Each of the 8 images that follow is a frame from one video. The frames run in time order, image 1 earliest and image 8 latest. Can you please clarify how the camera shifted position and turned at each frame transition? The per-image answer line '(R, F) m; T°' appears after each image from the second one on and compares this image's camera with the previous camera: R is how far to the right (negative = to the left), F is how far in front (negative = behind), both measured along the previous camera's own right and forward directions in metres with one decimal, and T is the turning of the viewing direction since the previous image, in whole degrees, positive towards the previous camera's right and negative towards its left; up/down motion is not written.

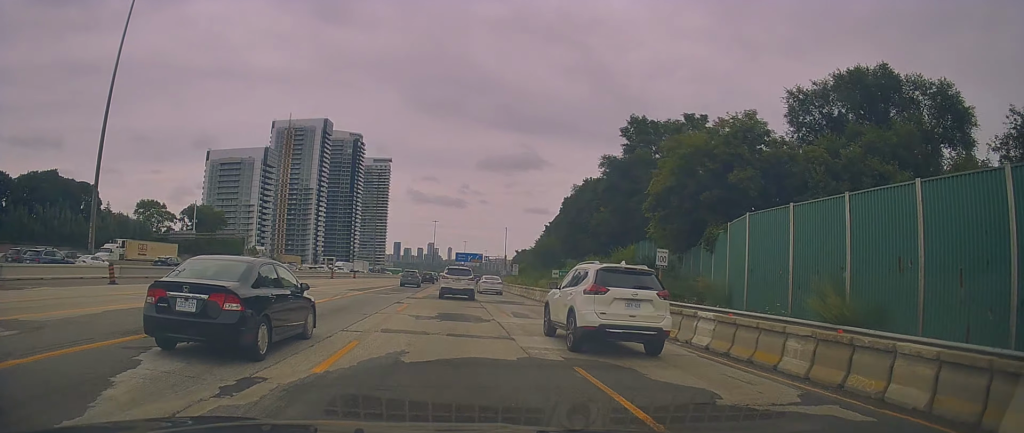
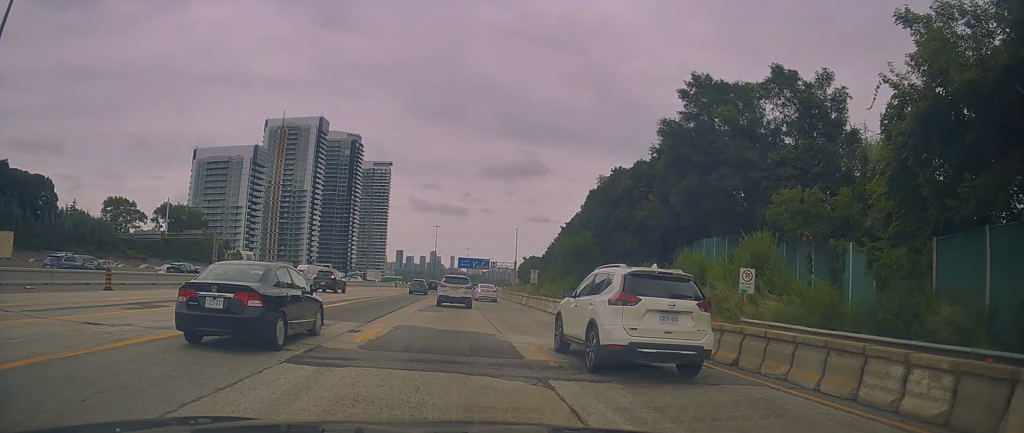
(+0.3, +20.0) m; 0°
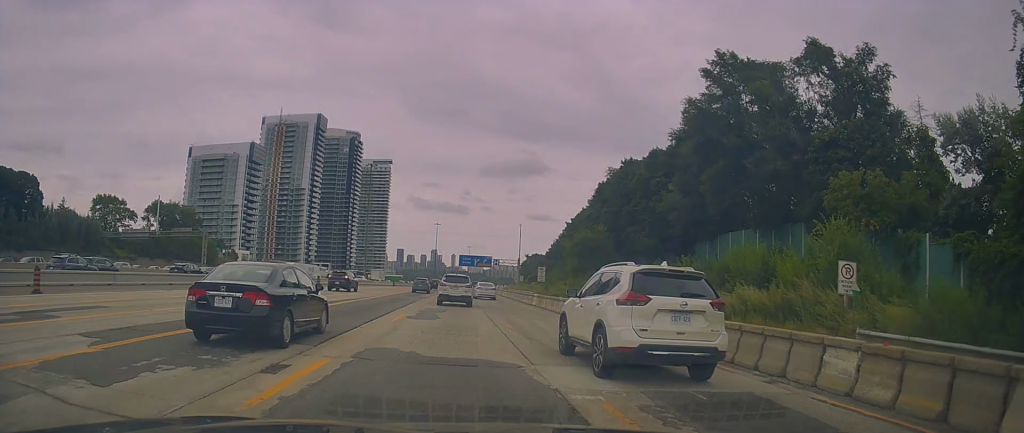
(-0.3, +5.7) m; 0°
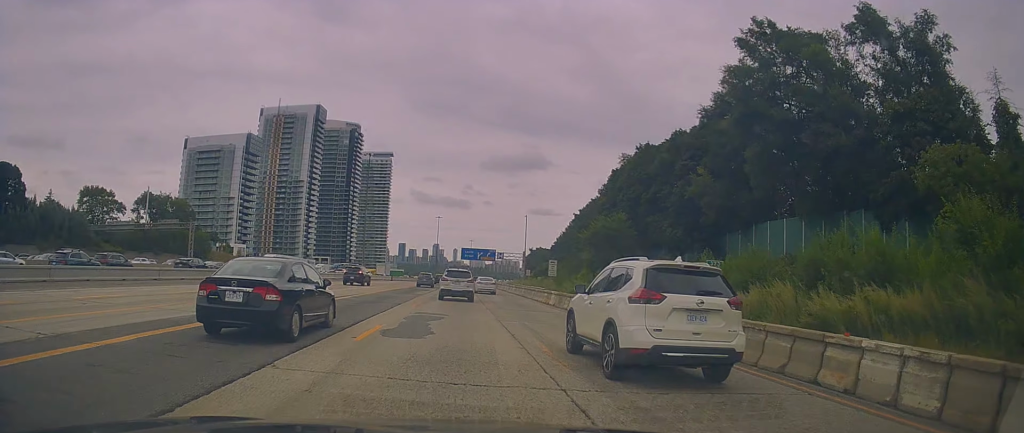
(-0.1, +6.6) m; 0°
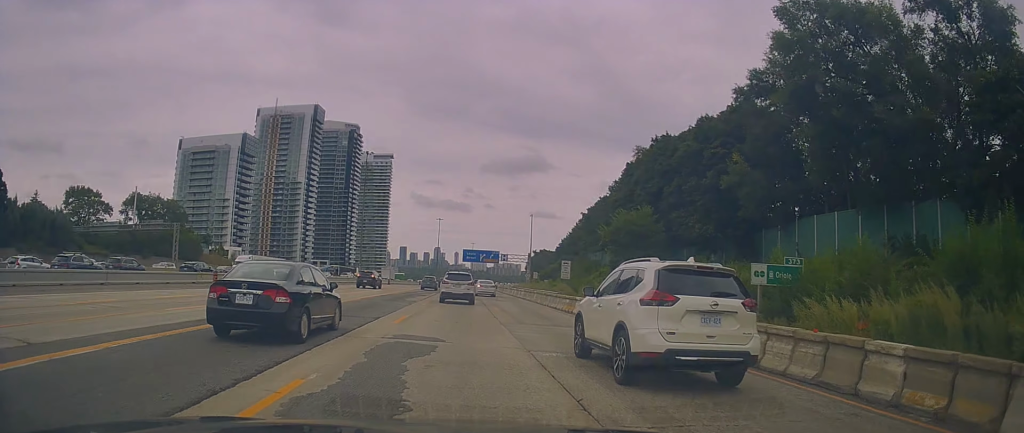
(+0.4, +6.8) m; 0°
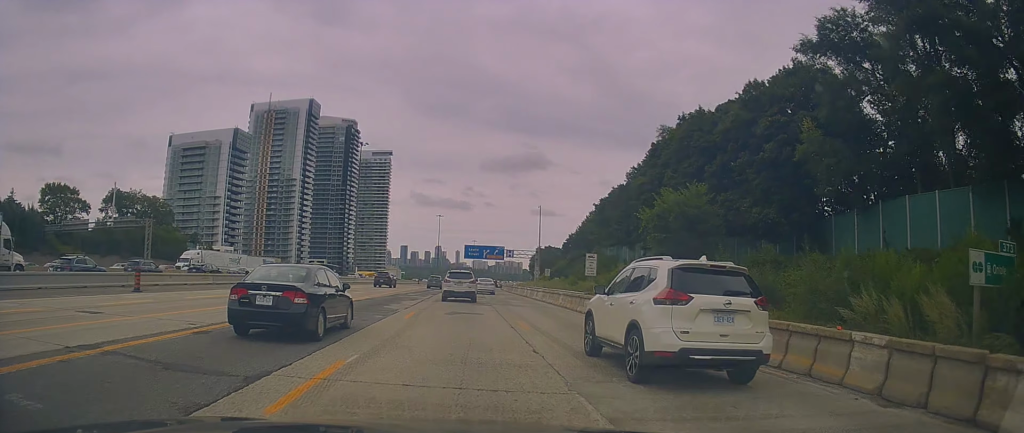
(-0.1, +10.4) m; -2°
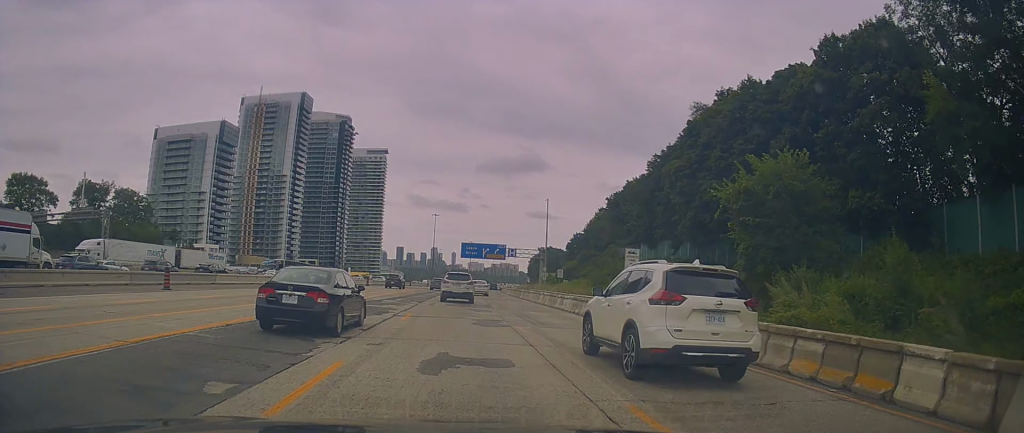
(-0.5, +12.2) m; -1°
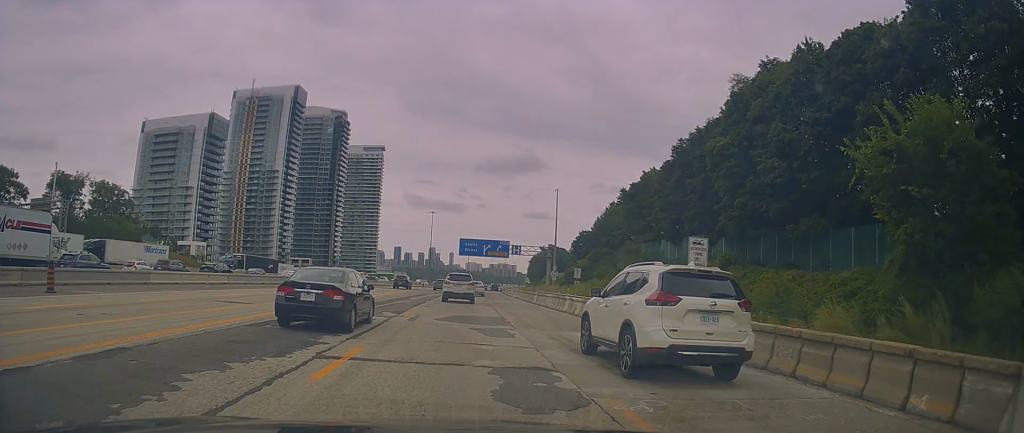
(-0.2, +10.0) m; +2°
